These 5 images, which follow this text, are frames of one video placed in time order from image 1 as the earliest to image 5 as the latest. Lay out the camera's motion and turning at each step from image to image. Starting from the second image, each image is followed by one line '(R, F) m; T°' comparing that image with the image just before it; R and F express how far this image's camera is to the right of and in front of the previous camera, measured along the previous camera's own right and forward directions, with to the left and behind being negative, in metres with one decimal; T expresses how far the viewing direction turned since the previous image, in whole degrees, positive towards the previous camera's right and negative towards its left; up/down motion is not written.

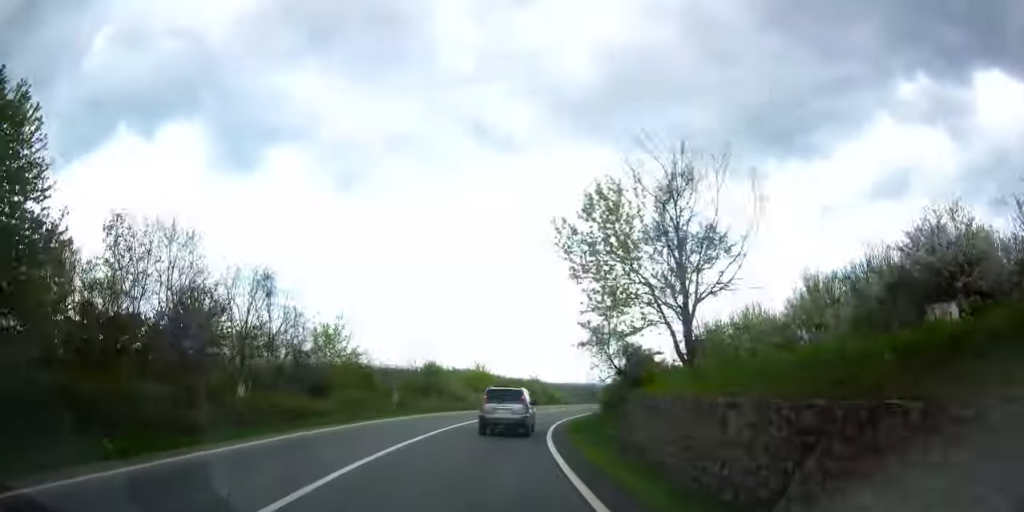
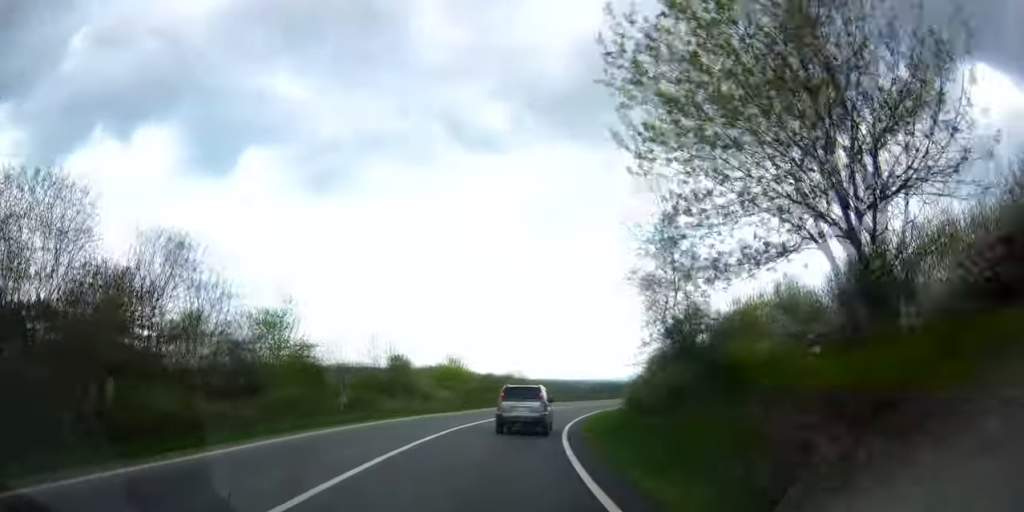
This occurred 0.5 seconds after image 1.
(+0.2, +9.5) m; -1°
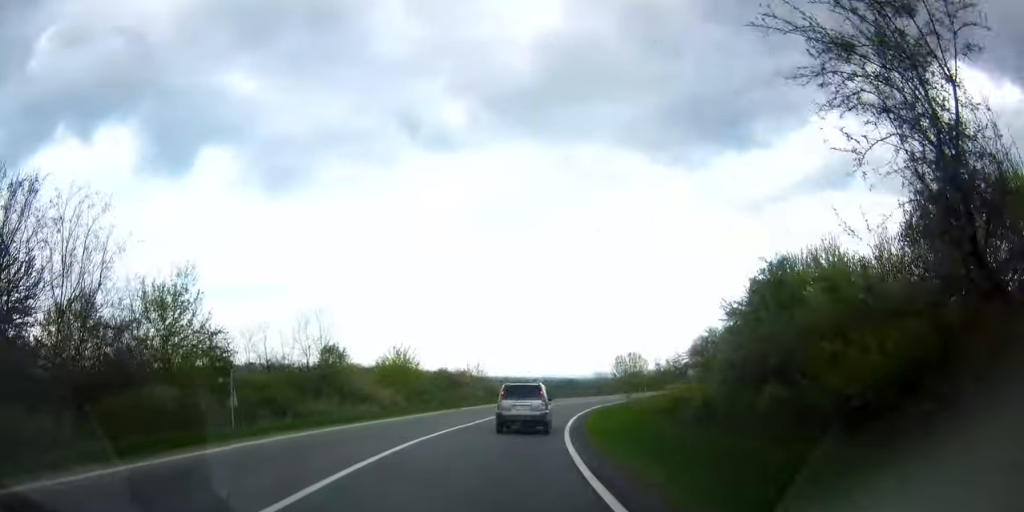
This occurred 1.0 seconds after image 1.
(-0.4, +10.4) m; -2°
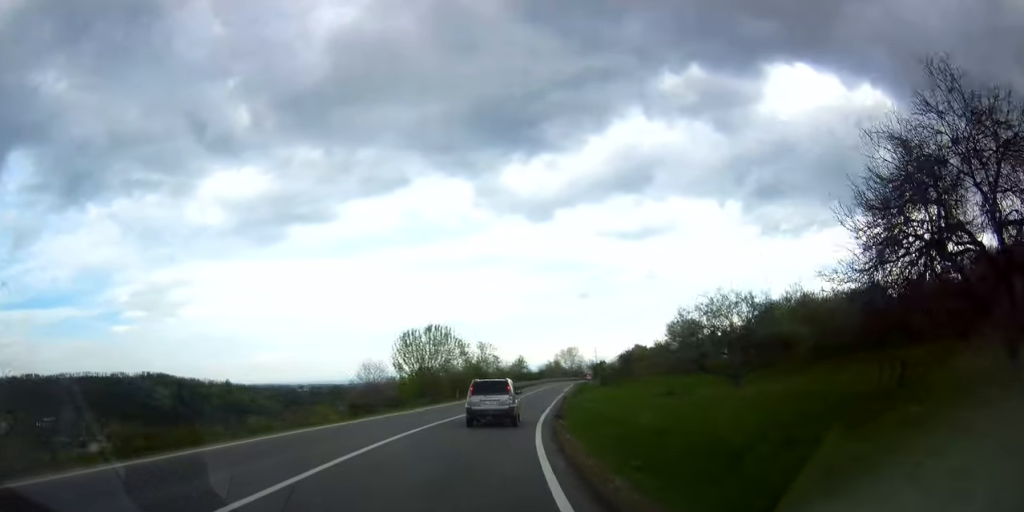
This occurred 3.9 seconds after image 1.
(+3.3, +57.2) m; +14°
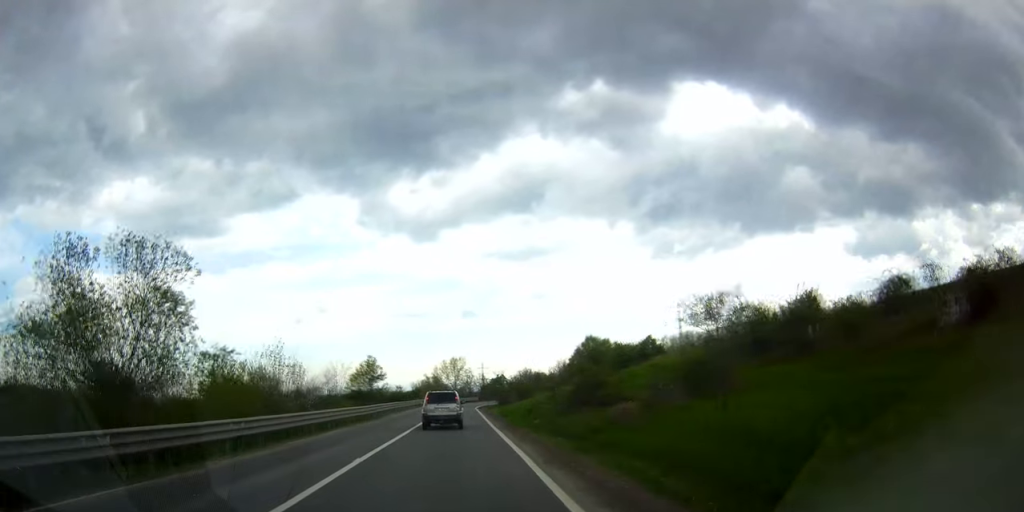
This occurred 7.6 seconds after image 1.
(+15.1, +69.9) m; +23°
